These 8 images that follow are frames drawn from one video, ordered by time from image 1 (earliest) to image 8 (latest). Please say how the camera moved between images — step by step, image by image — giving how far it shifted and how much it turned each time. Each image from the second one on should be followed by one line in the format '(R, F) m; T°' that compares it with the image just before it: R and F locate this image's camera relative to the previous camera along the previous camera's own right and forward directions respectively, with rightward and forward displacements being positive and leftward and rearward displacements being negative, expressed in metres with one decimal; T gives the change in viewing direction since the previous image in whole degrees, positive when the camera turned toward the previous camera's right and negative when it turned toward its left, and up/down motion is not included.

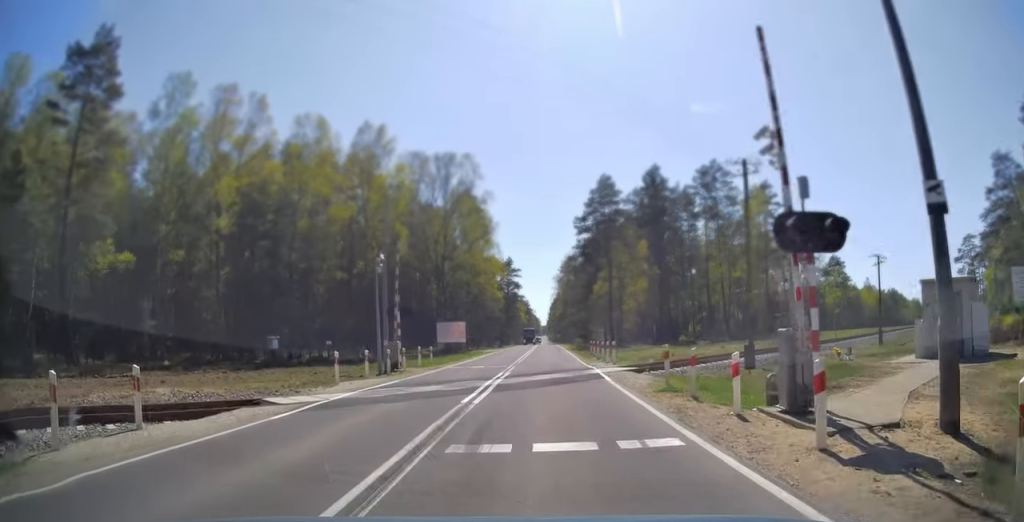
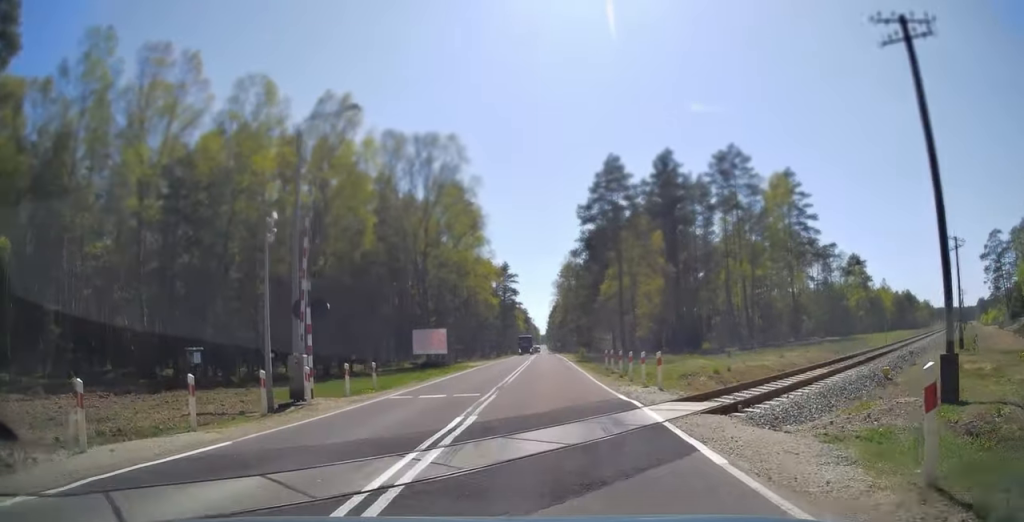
(+0.1, +10.9) m; 0°
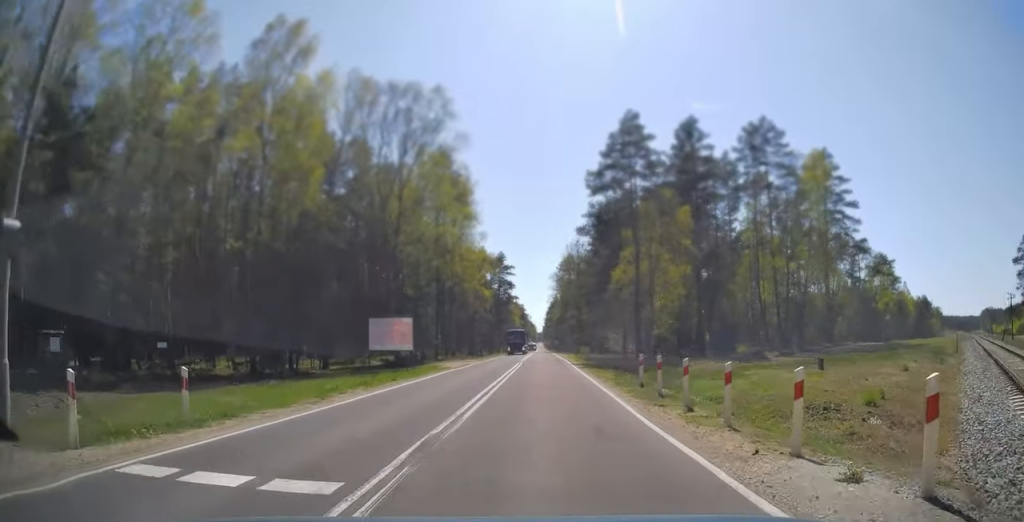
(0.0, +12.1) m; 0°
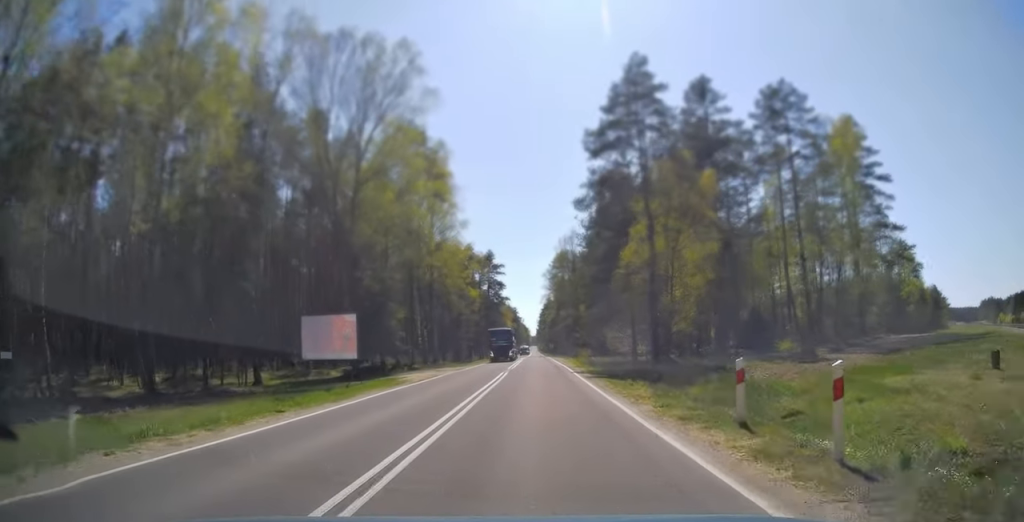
(0.0, +10.3) m; 0°
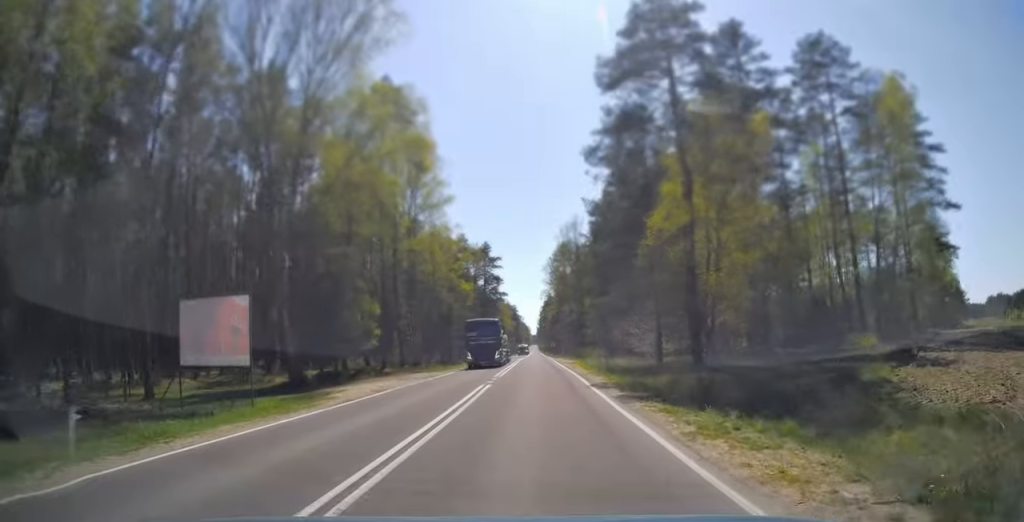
(0.0, +10.6) m; 0°
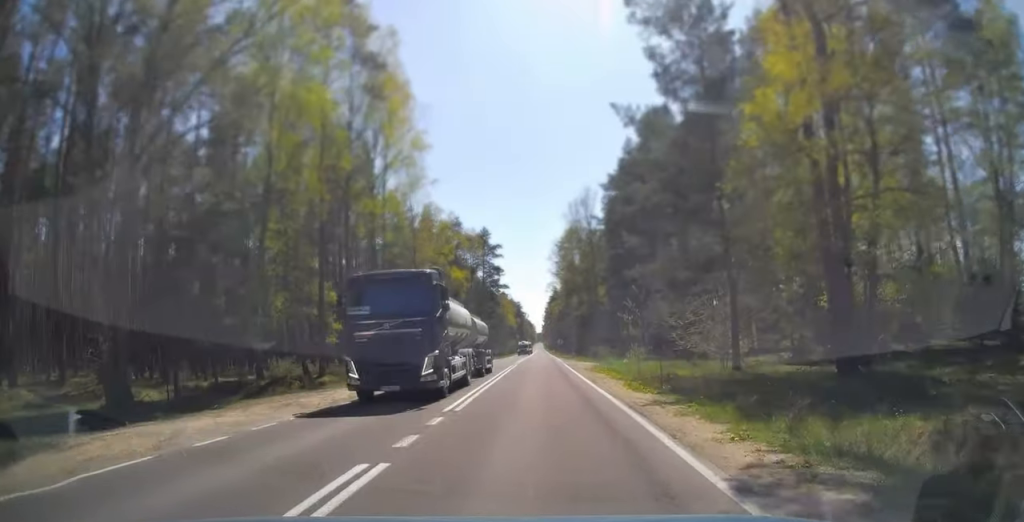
(+0.1, +14.6) m; 0°
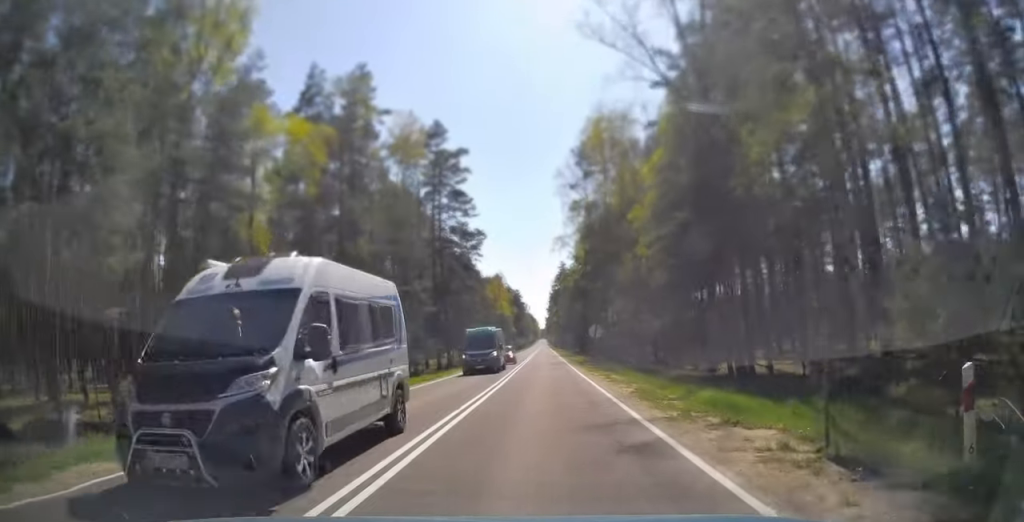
(-0.1, +59.6) m; -1°
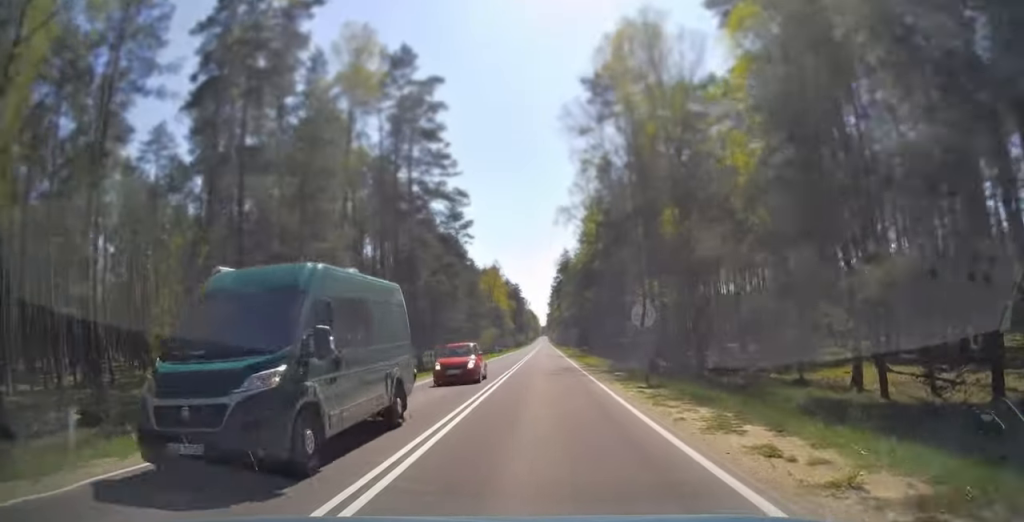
(-0.1, +17.4) m; 0°
